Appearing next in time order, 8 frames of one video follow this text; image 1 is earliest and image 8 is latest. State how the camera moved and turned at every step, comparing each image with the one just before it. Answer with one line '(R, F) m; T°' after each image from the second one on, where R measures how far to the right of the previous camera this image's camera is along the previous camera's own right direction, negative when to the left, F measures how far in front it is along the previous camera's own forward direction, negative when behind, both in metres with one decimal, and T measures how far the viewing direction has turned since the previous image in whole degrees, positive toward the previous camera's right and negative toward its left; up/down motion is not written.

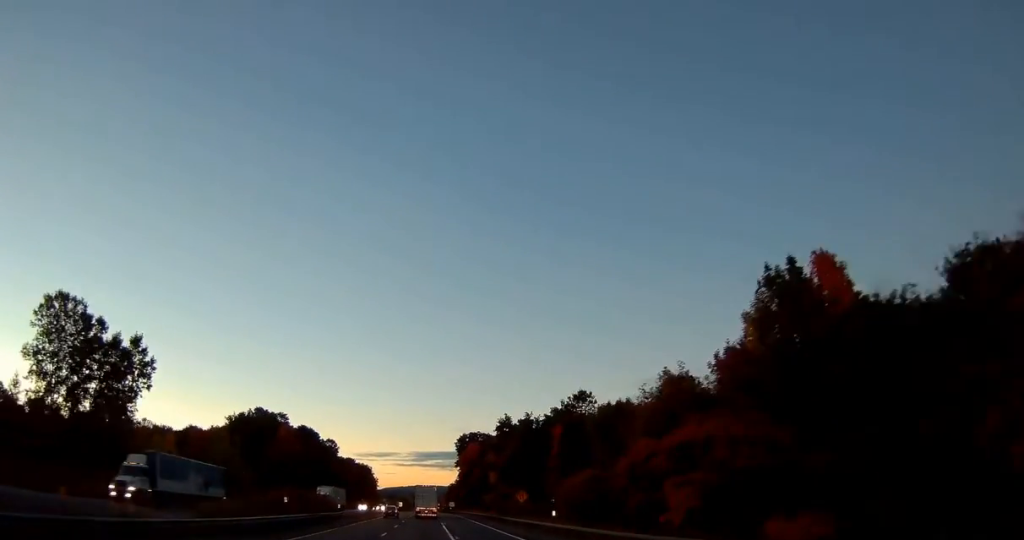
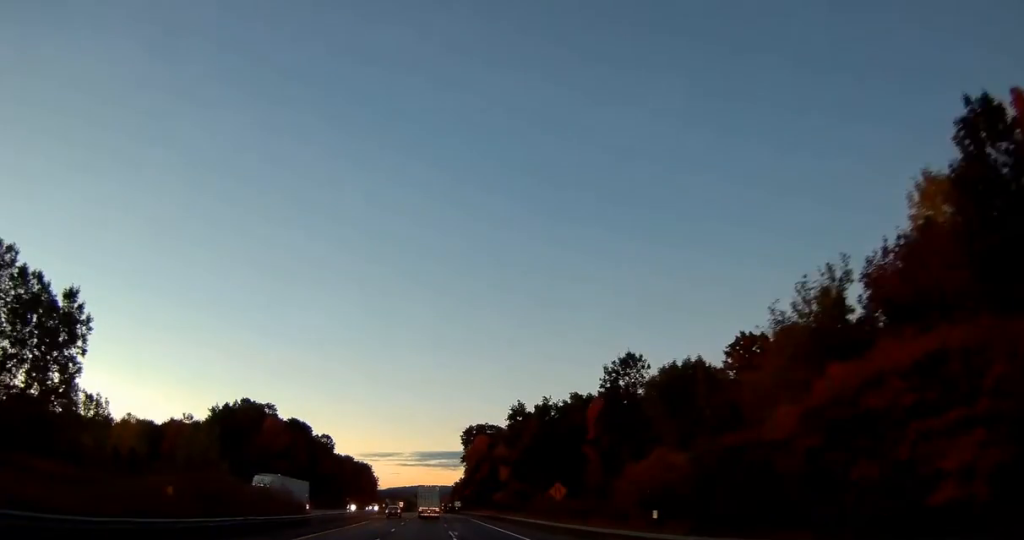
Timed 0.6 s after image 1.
(-0.1, +19.1) m; 0°
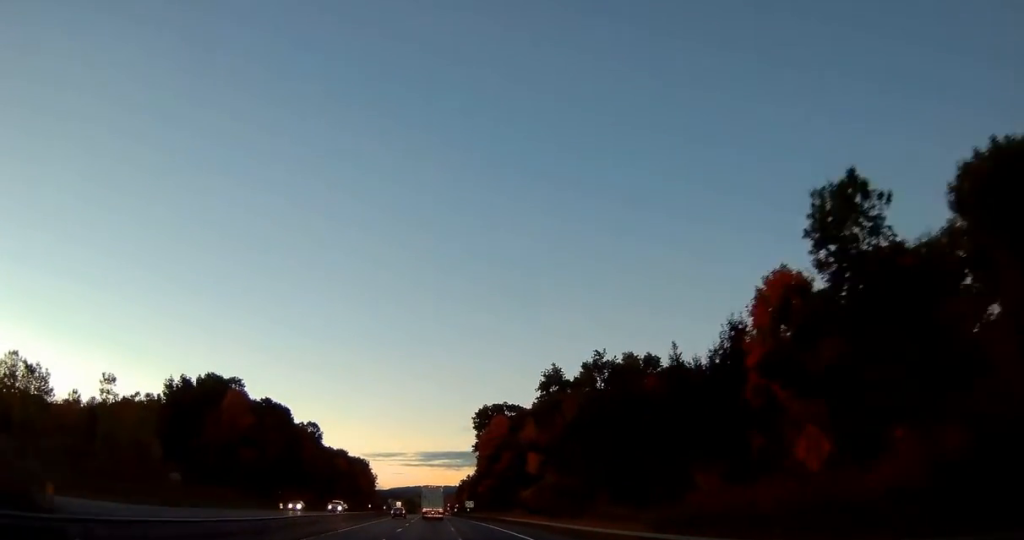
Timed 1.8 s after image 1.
(+0.1, +35.8) m; 0°
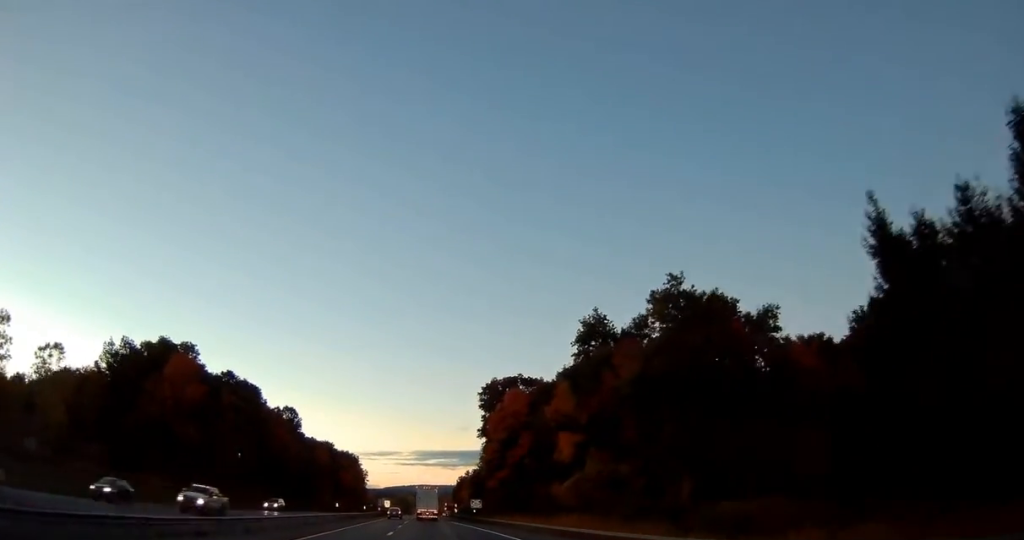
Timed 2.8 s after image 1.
(-0.2, +28.6) m; -1°
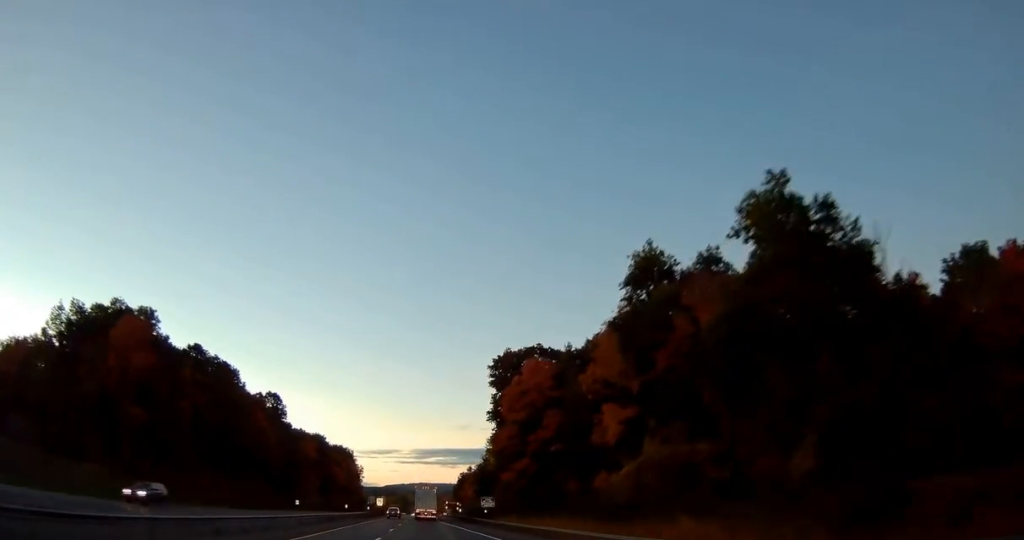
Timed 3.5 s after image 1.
(-0.1, +20.2) m; 0°
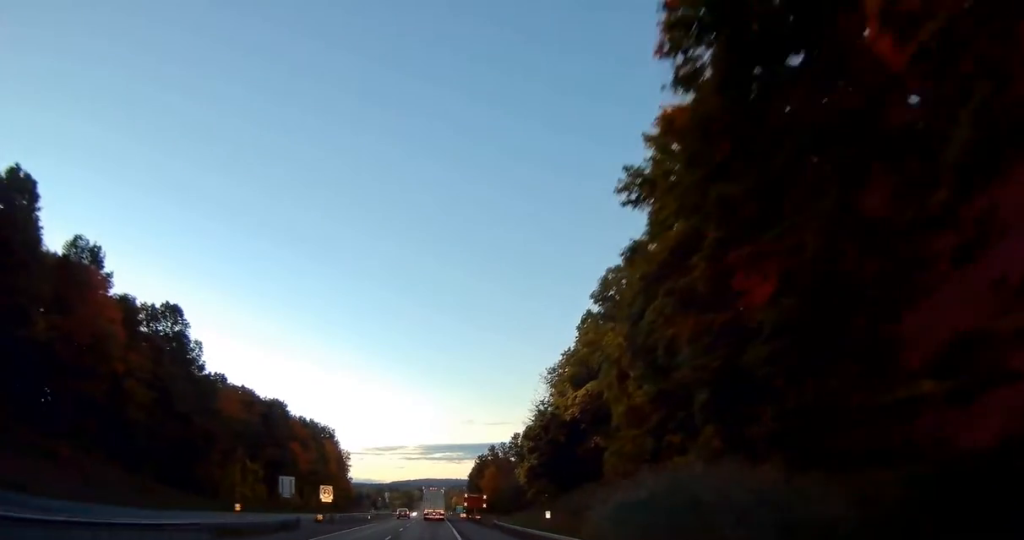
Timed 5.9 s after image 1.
(+0.3, +71.5) m; 0°
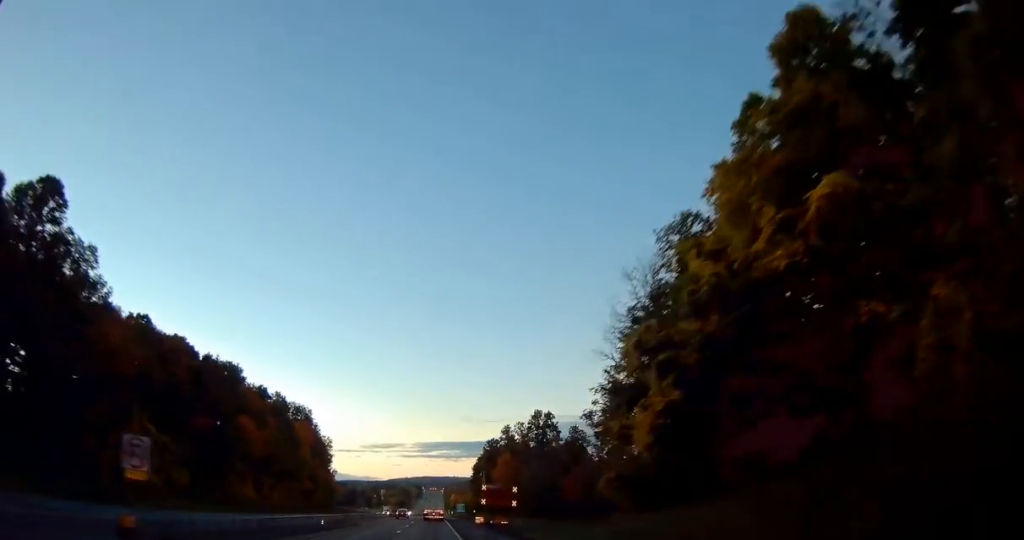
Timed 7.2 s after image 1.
(-0.1, +38.1) m; 0°
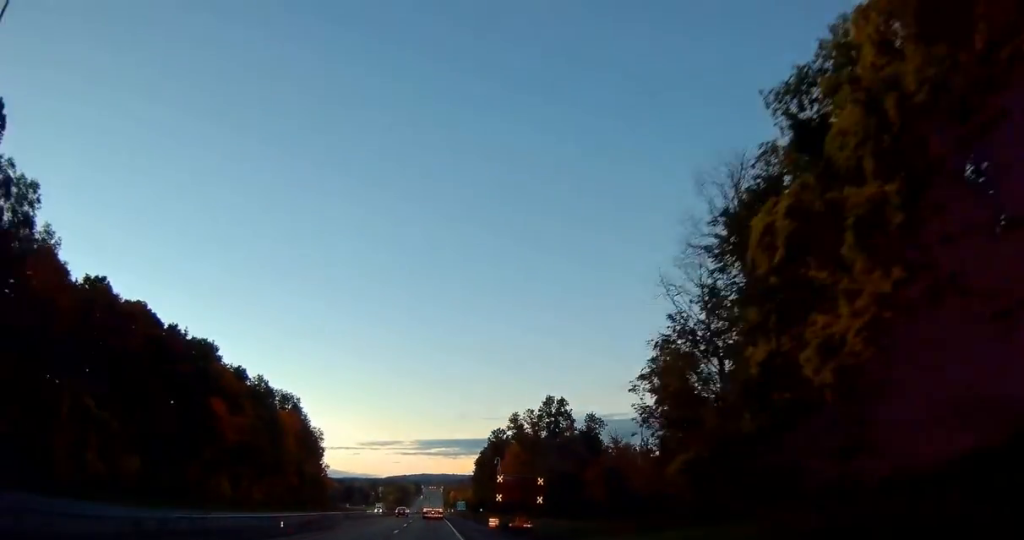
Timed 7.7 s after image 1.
(0.0, +15.5) m; 0°
